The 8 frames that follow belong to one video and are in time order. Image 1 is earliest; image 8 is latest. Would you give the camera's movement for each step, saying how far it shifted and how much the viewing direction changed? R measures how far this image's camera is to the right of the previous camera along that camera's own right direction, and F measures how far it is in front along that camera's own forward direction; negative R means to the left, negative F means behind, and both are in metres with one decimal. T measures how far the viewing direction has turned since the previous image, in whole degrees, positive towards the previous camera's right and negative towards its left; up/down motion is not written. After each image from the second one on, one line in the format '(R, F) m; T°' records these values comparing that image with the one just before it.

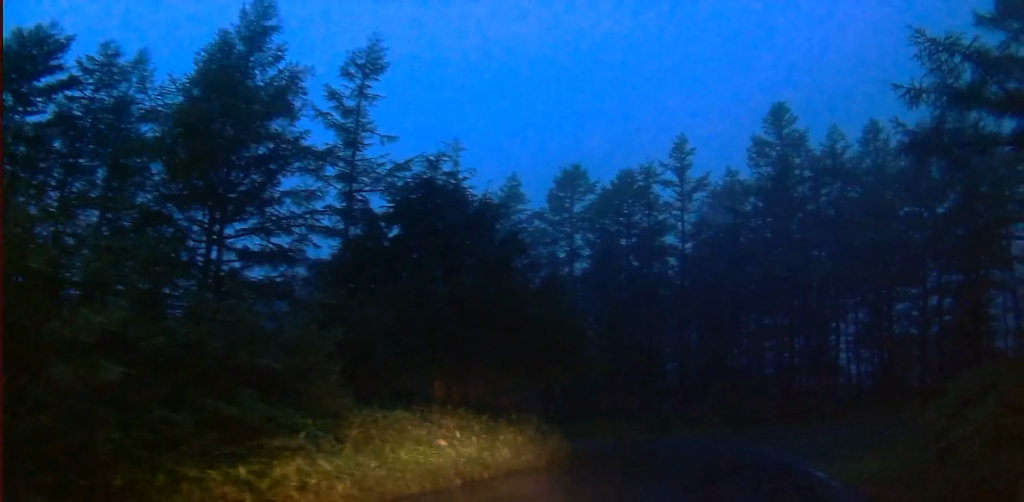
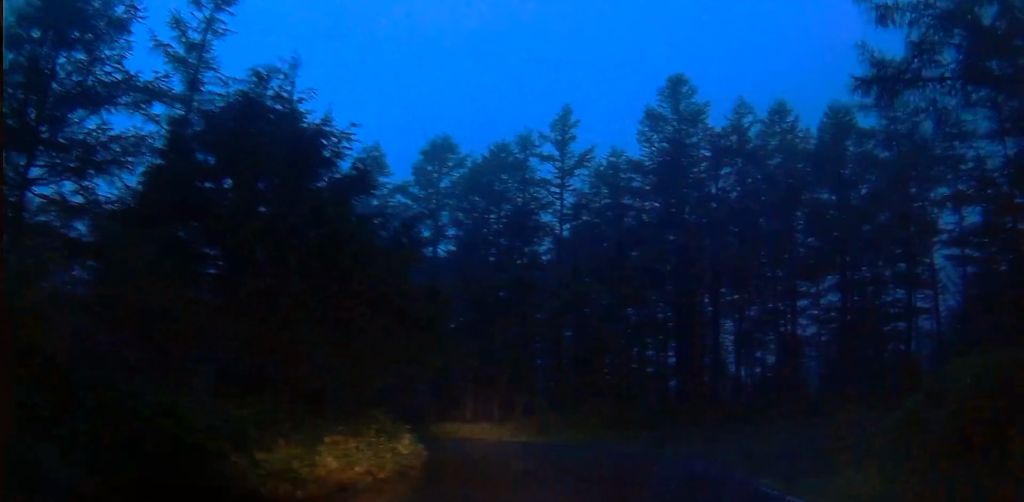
(+0.6, +4.0) m; +12°
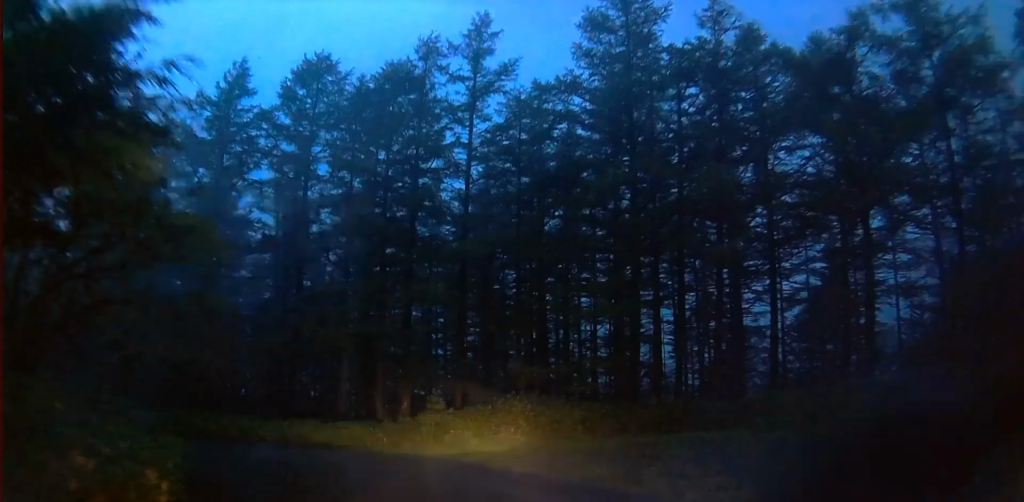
(+0.5, +9.0) m; -1°
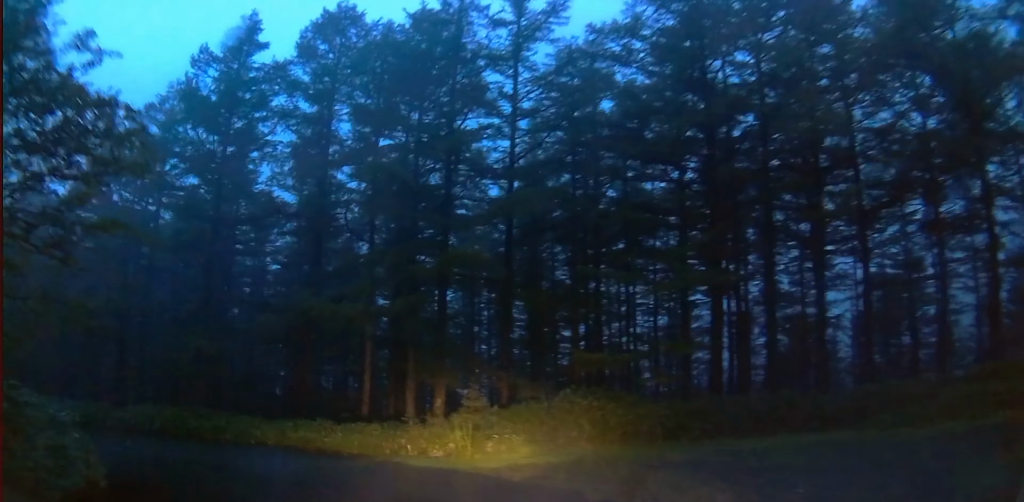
(+0.3, +4.2) m; -7°
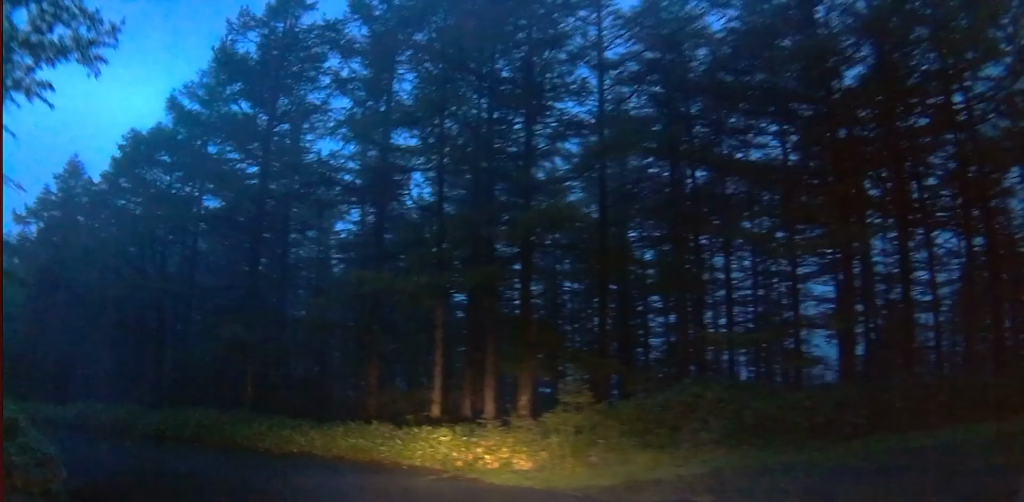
(-0.5, +3.2) m; -8°
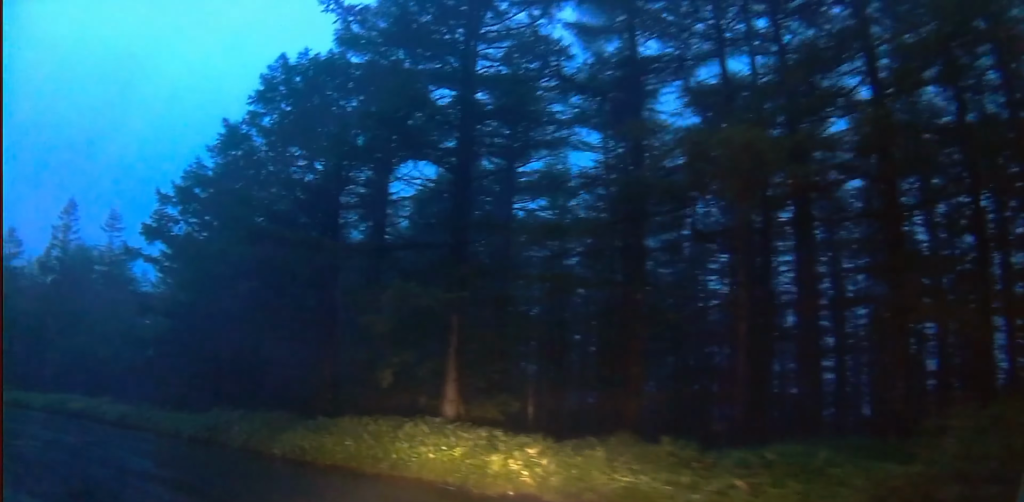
(-1.4, +7.1) m; -16°
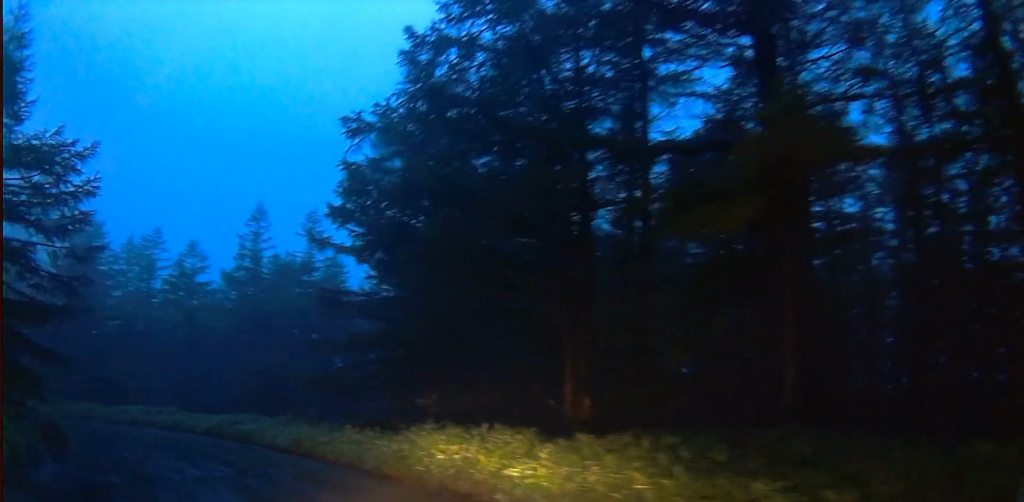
(-0.5, +6.1) m; -11°
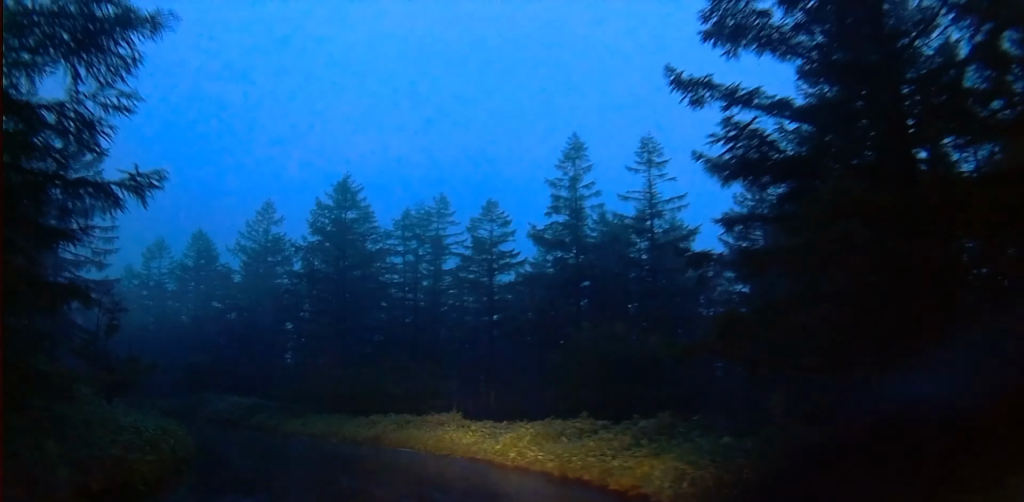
(-3.3, +11.8) m; -33°
